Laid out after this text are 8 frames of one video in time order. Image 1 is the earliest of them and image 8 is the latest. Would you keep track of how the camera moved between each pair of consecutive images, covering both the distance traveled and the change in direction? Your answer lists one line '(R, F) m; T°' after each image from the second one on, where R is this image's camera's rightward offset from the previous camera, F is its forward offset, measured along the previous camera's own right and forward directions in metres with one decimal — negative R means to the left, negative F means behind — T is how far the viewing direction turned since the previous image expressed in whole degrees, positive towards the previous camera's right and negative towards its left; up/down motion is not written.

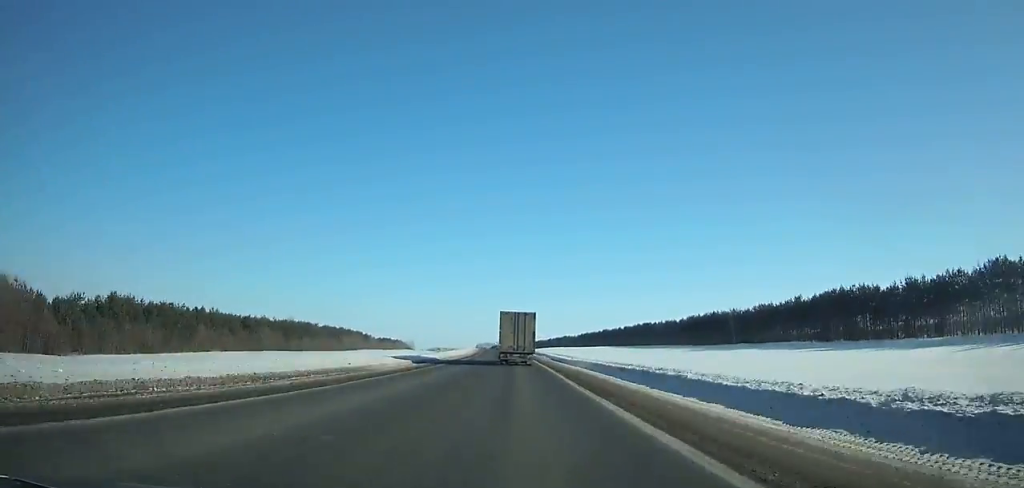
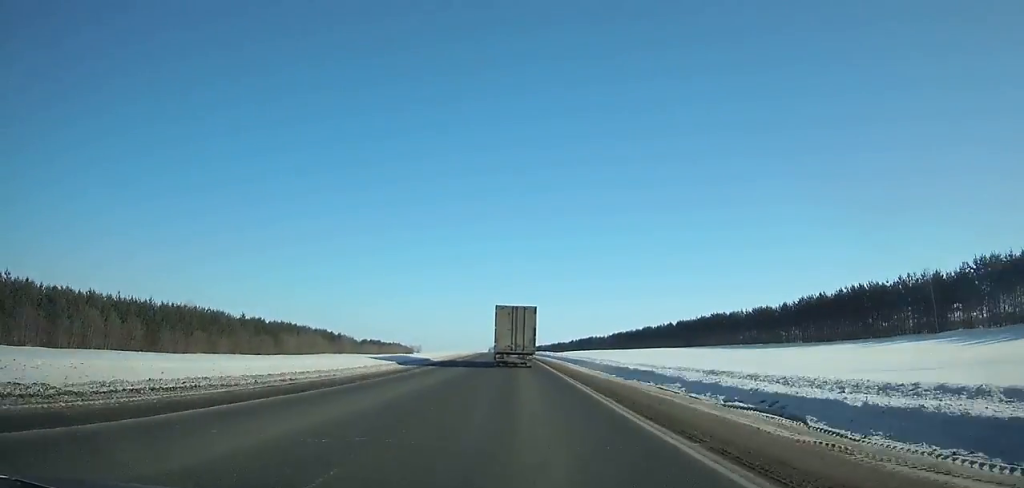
(-0.9, +69.4) m; -1°
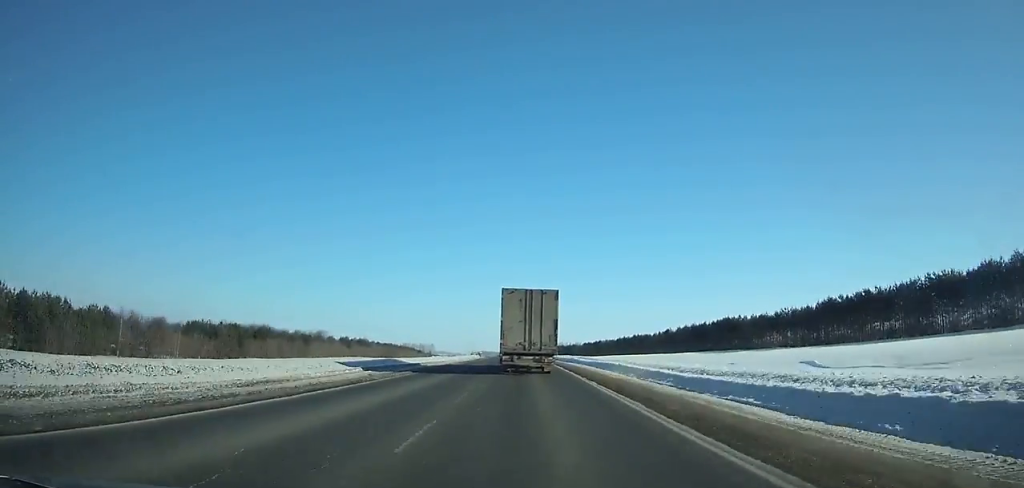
(-5.4, +180.9) m; -3°
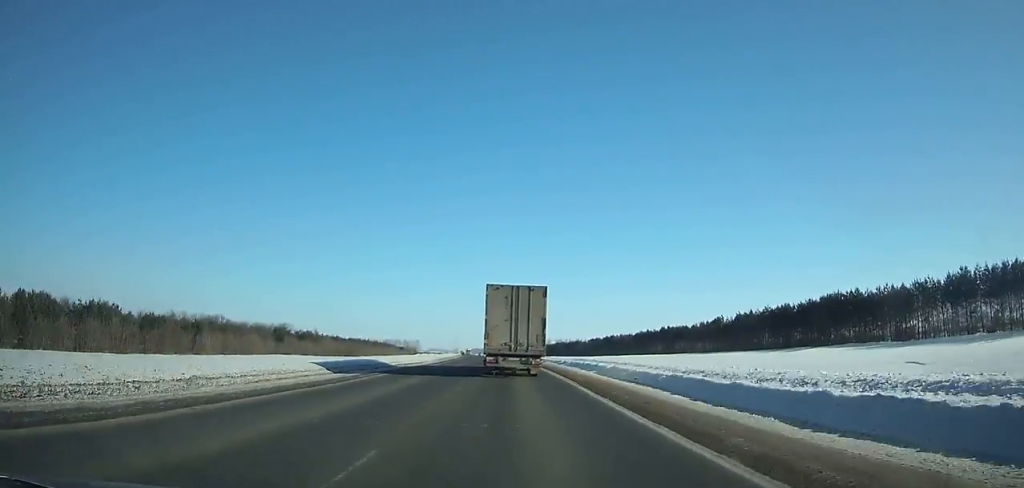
(-0.2, +61.5) m; -1°
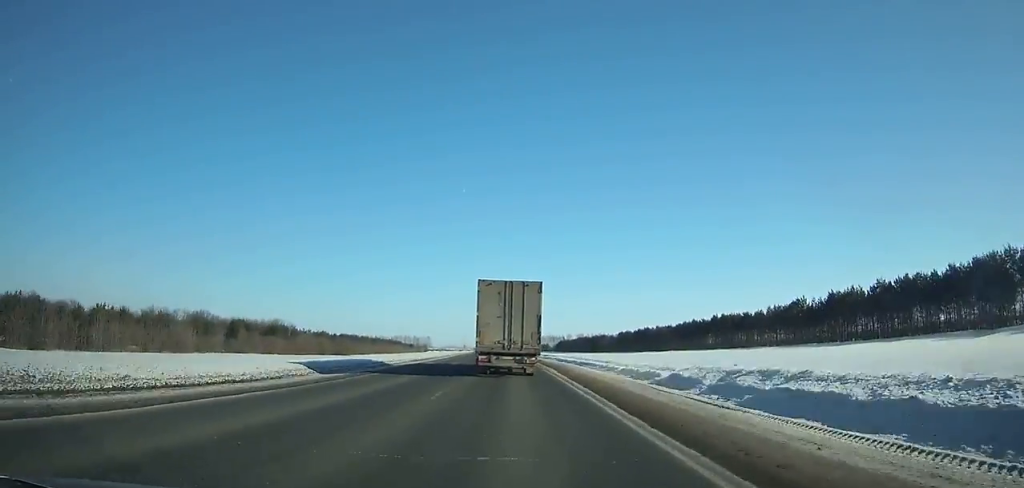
(+0.1, +38.1) m; -1°
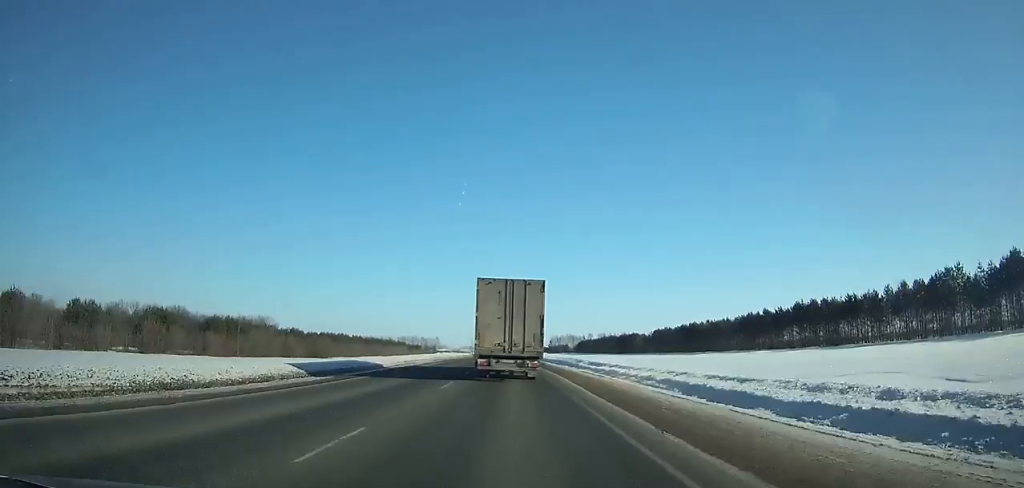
(-1.0, +42.0) m; -1°
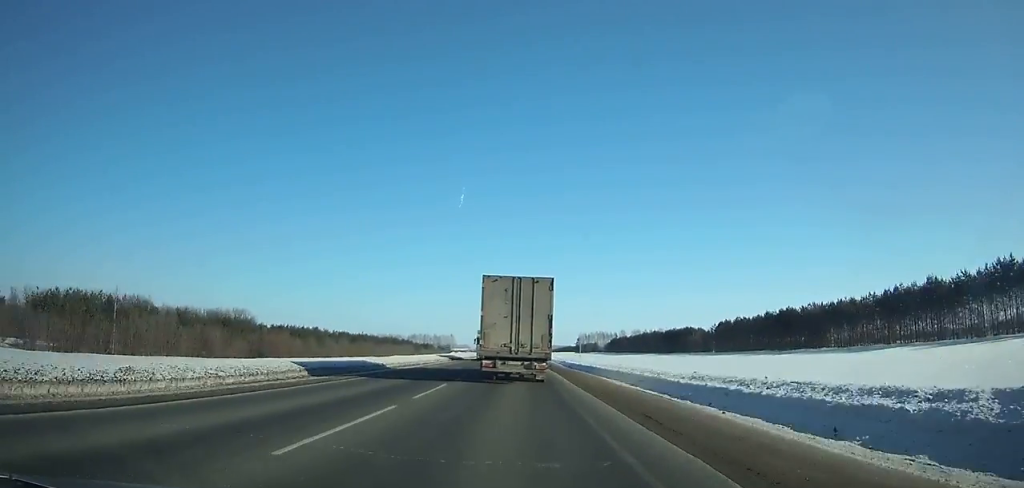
(-0.9, +52.7) m; -1°
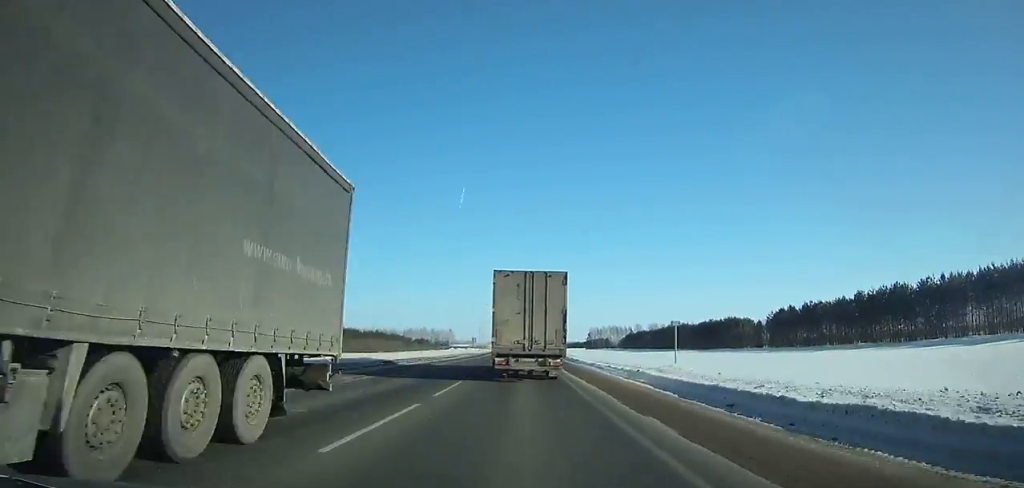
(-0.4, +39.3) m; 0°
